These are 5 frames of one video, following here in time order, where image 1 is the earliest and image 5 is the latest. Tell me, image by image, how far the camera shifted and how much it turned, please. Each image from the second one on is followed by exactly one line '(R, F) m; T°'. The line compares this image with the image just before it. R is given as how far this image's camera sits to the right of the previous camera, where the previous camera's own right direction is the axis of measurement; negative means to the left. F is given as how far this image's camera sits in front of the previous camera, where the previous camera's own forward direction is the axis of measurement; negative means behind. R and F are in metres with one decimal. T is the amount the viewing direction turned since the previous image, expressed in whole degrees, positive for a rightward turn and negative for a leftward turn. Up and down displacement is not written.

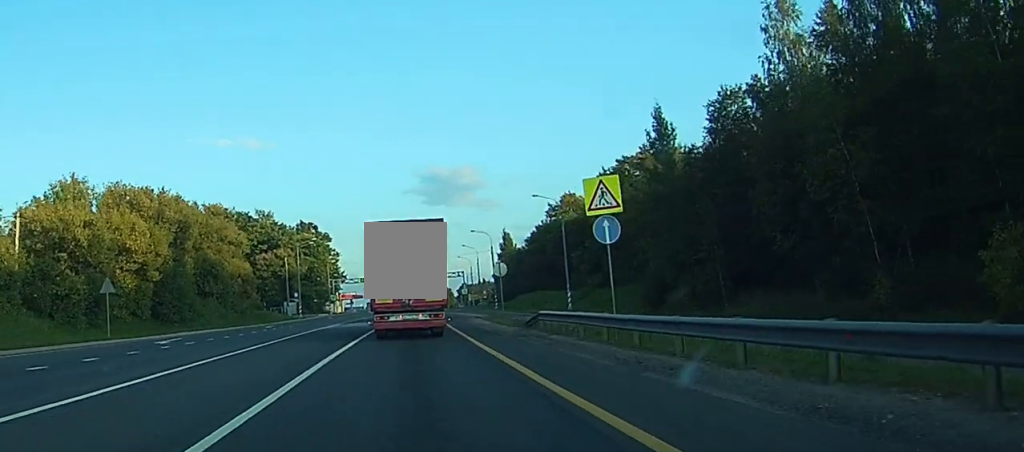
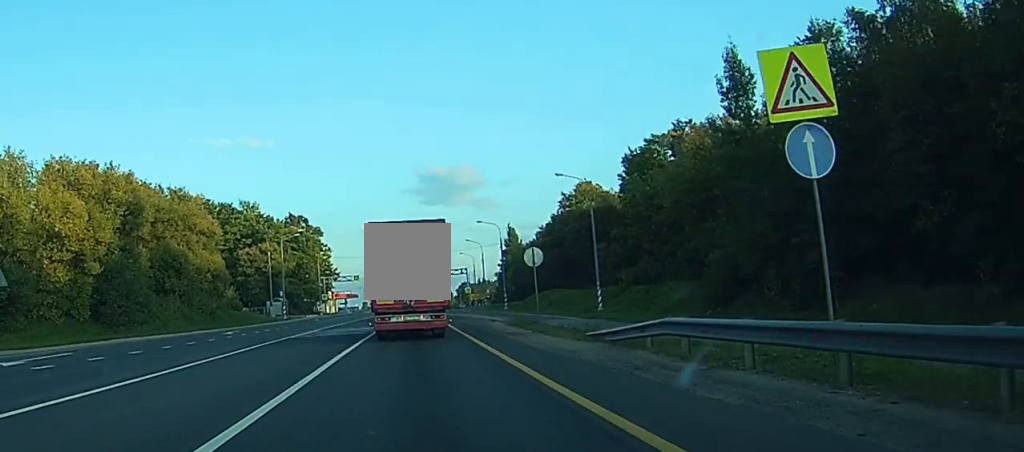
(0.0, +14.1) m; 0°
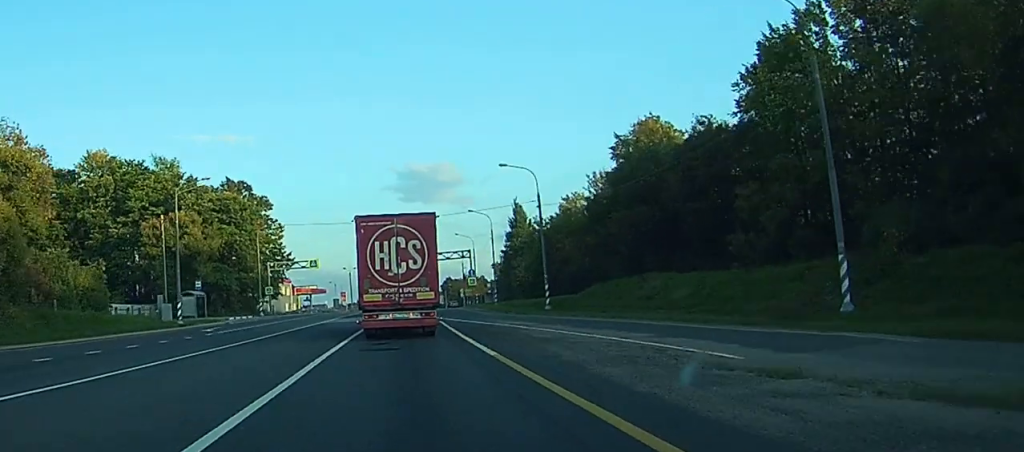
(+0.2, +34.6) m; +1°
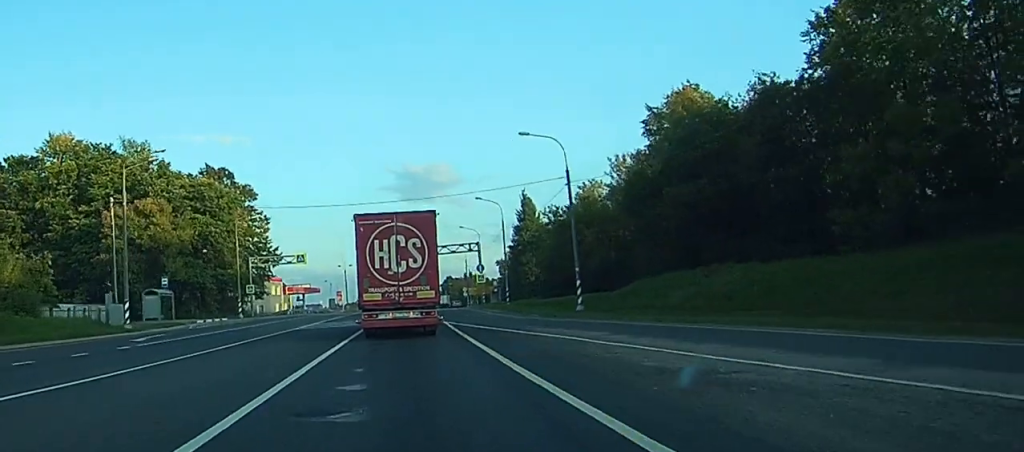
(0.0, +9.9) m; 0°
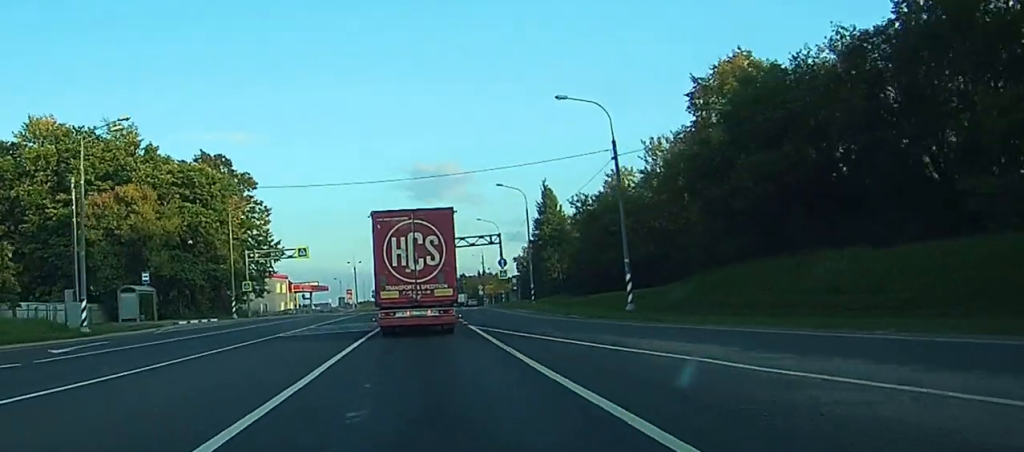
(0.0, +8.6) m; 0°
